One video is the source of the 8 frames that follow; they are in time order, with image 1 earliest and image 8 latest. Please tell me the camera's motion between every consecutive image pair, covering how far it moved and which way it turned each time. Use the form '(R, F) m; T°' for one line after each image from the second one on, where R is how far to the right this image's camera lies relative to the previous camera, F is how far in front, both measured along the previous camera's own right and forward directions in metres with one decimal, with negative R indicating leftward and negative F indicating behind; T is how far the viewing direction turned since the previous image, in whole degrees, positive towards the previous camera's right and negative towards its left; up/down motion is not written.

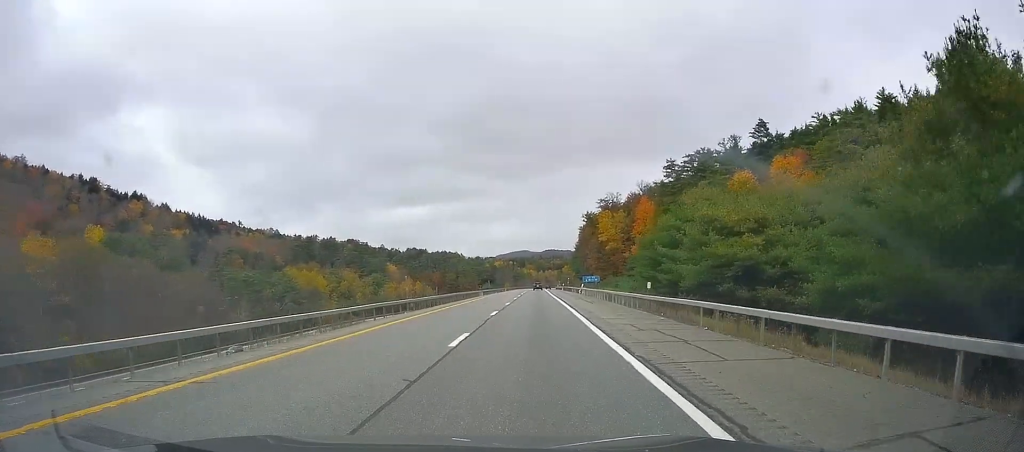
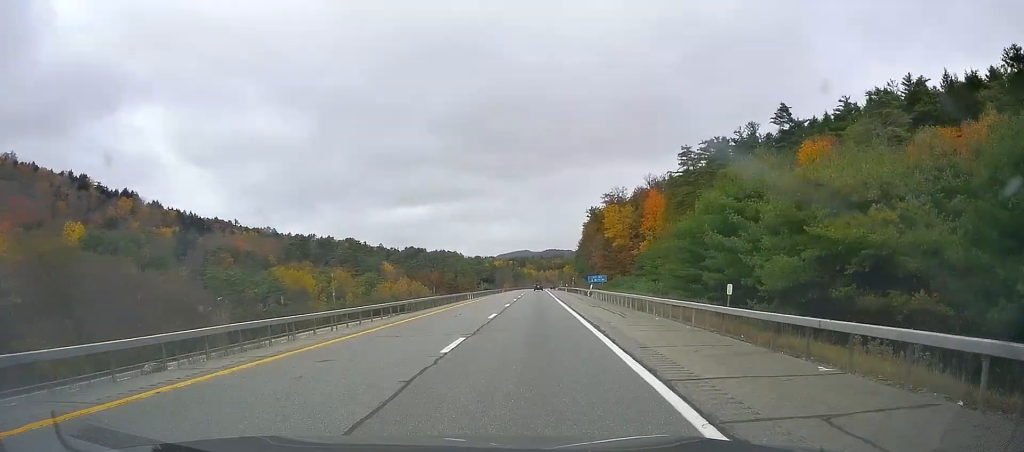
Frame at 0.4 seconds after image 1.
(+0.1, +13.3) m; 0°
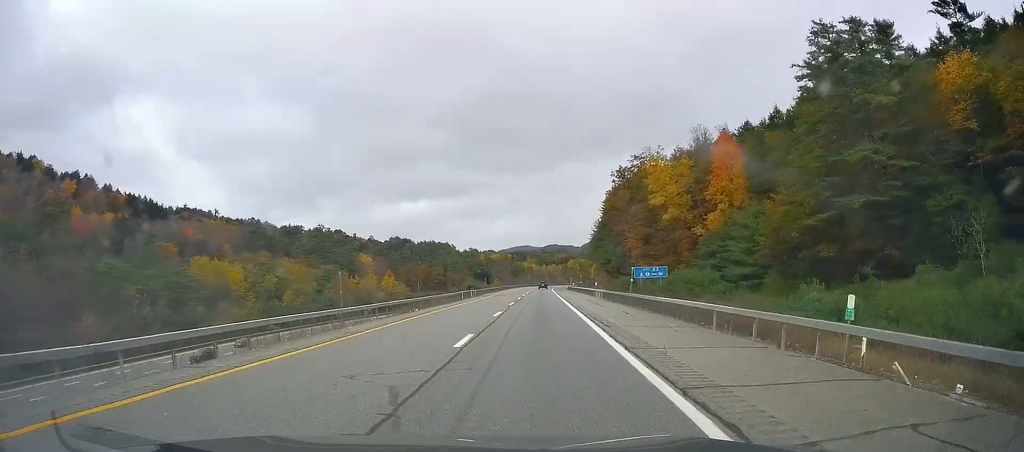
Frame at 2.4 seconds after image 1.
(-0.1, +60.0) m; +1°
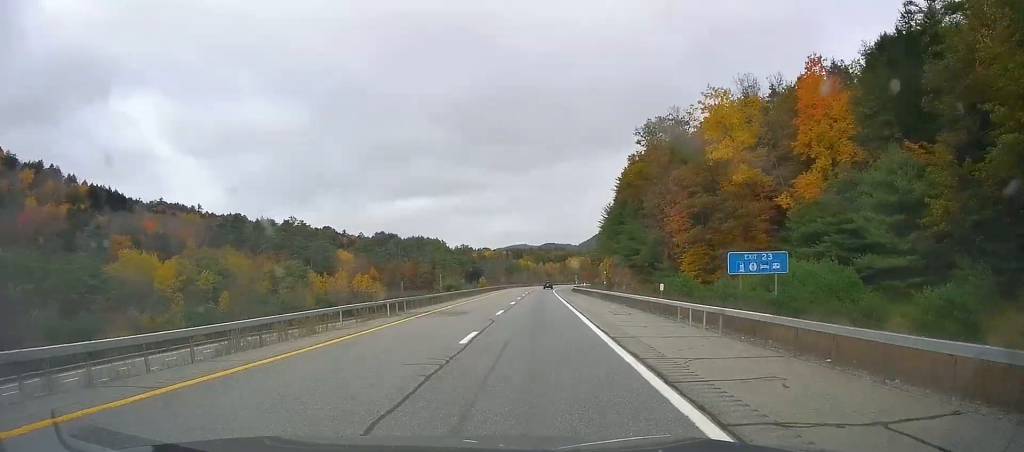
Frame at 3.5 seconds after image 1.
(+0.4, +35.6) m; 0°
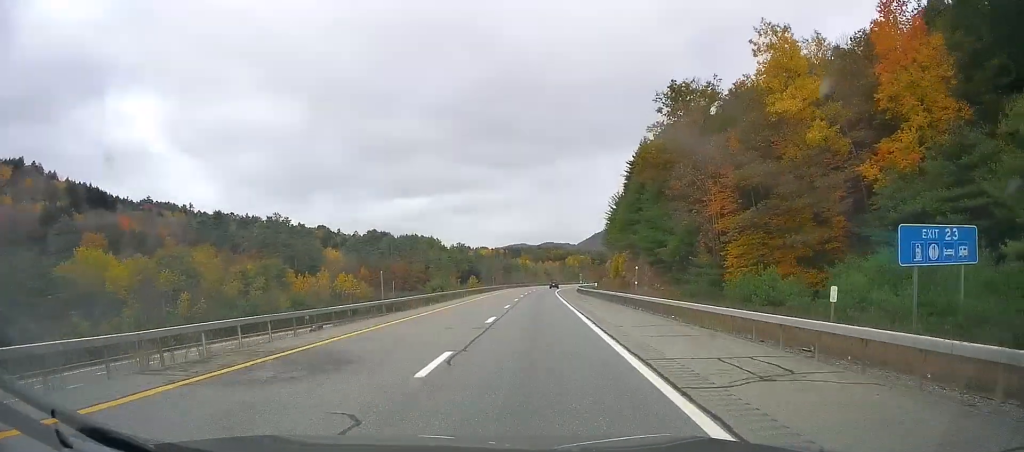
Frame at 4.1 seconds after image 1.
(-0.3, +17.7) m; 0°
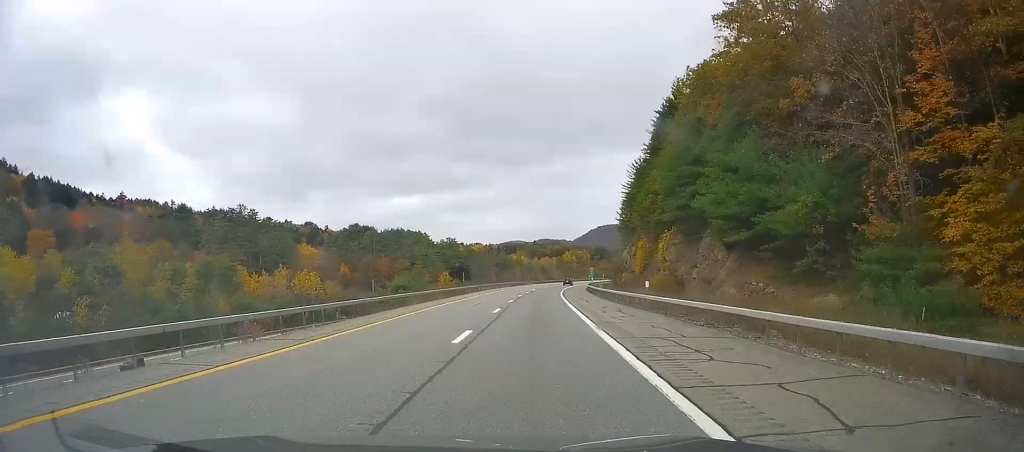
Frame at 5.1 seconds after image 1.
(+0.1, +32.2) m; 0°
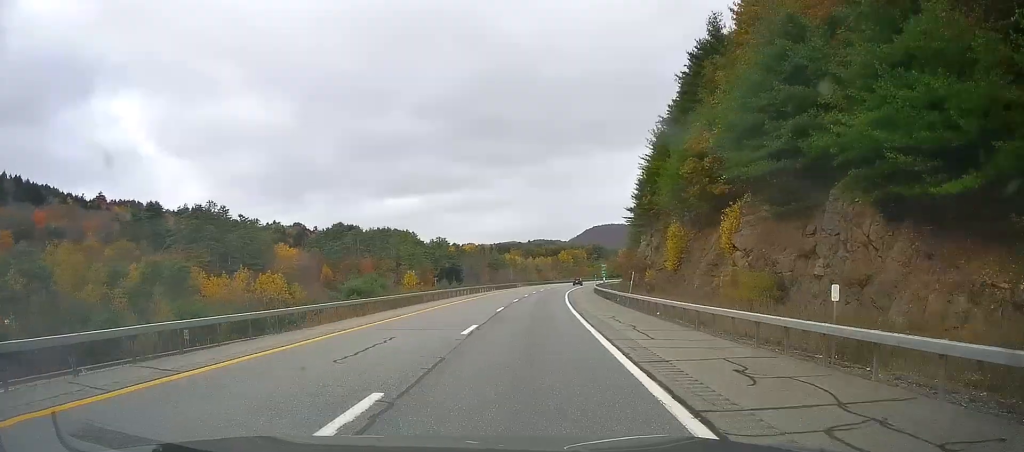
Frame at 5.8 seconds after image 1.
(+0.1, +21.8) m; 0°
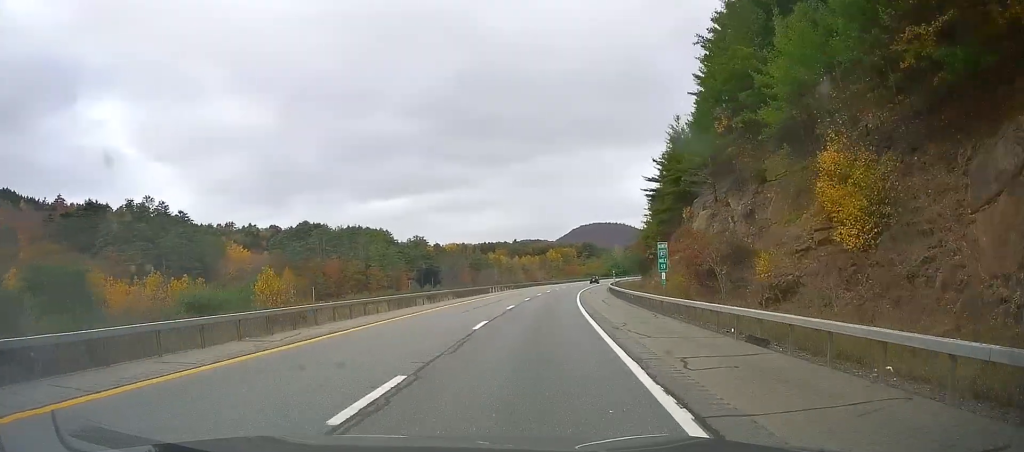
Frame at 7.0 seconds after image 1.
(-0.1, +35.2) m; +1°
